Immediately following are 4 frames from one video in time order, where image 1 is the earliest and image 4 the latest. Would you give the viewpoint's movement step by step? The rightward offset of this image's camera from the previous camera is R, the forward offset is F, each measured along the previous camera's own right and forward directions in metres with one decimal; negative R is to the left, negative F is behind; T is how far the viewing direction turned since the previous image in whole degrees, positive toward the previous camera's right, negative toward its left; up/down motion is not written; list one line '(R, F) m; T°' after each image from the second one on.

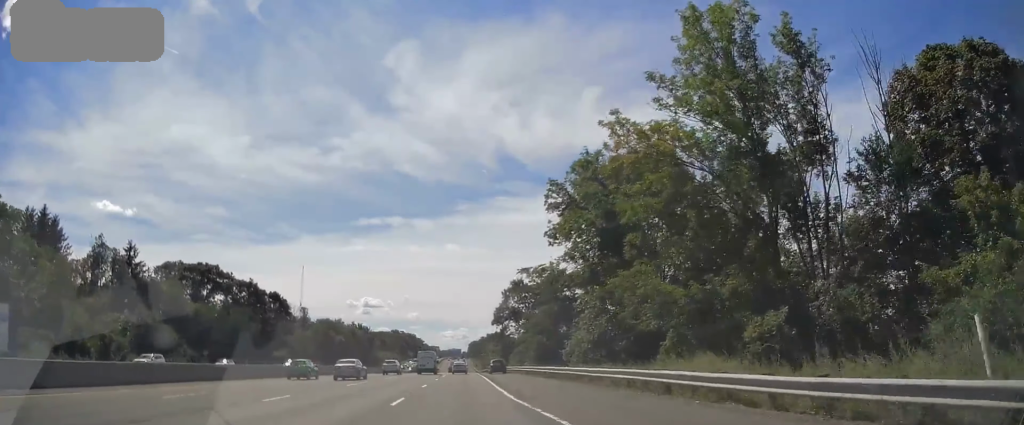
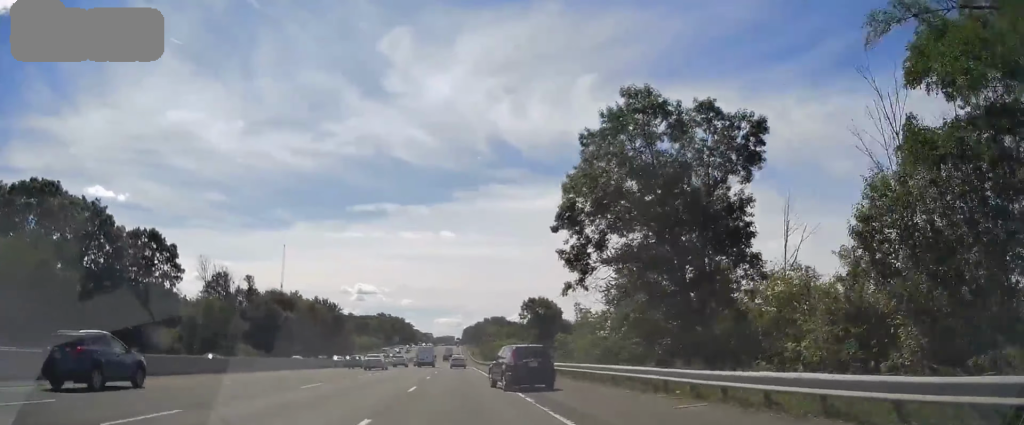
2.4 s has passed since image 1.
(+0.7, +56.2) m; +1°
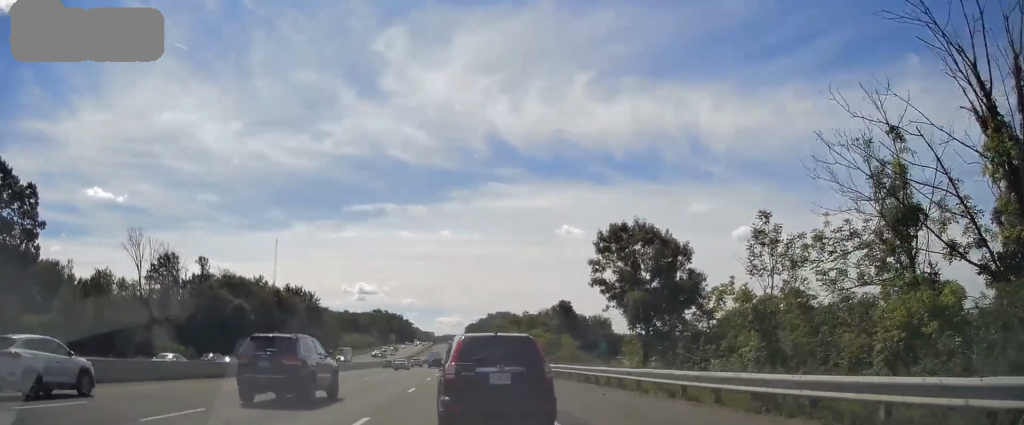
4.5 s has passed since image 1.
(-0.4, +34.4) m; -1°
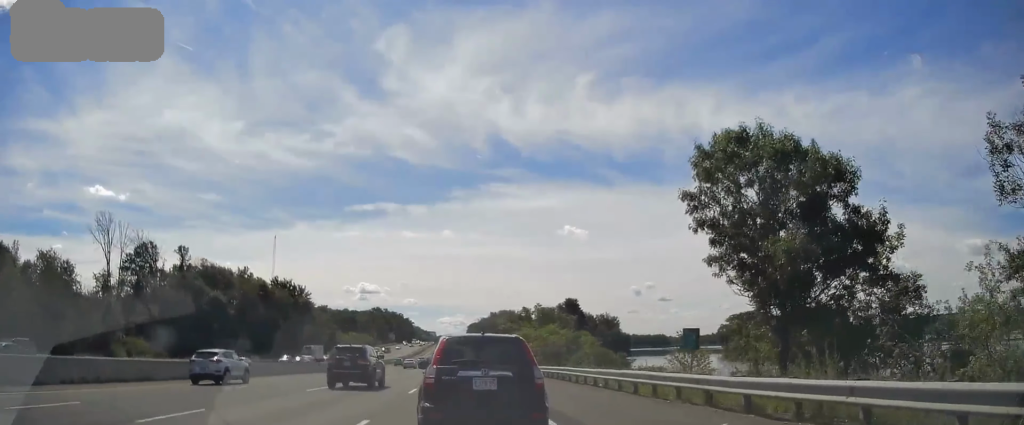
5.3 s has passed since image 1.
(+0.1, +12.5) m; 0°
